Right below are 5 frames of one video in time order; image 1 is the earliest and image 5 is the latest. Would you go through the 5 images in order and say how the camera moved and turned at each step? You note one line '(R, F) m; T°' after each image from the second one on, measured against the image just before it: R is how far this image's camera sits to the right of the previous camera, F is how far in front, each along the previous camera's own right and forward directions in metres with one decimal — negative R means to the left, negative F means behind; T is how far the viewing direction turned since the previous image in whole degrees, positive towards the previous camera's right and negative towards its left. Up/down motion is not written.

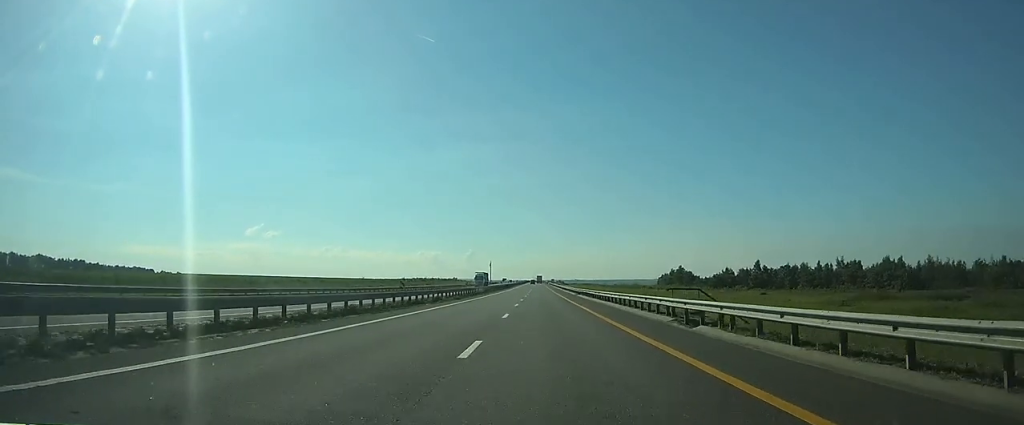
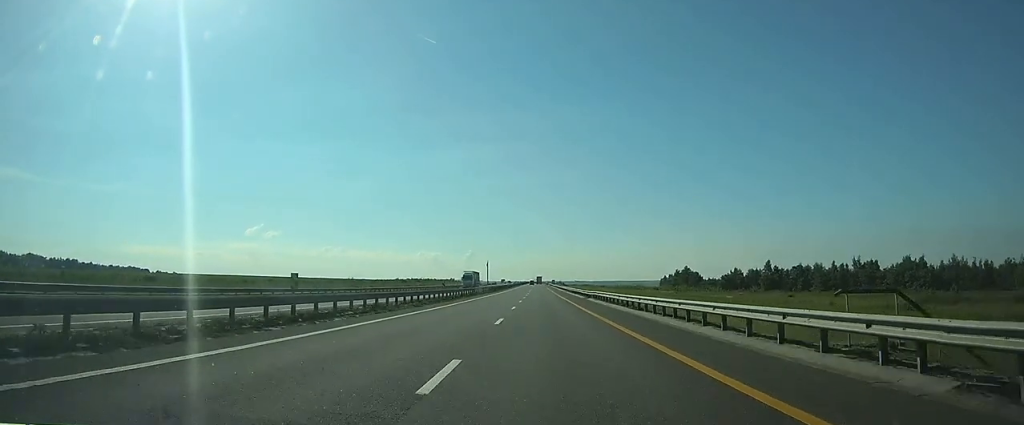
(0.0, +15.1) m; 0°
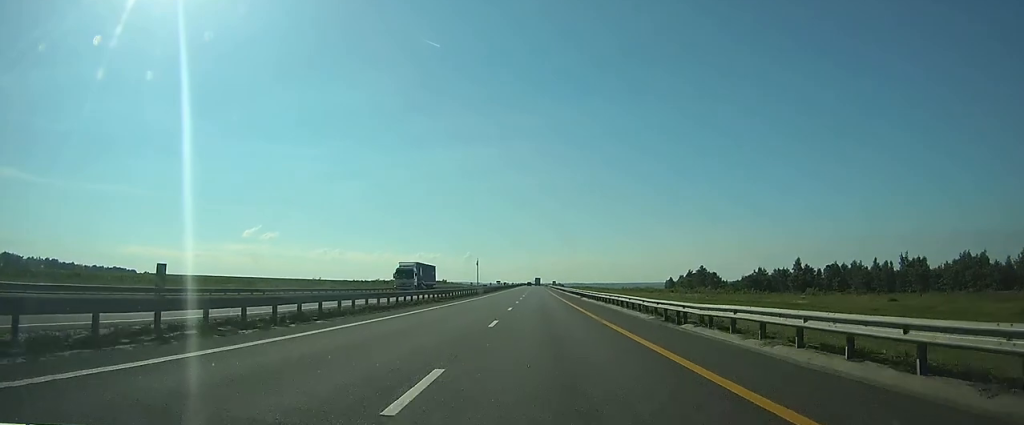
(+0.1, +36.6) m; 0°
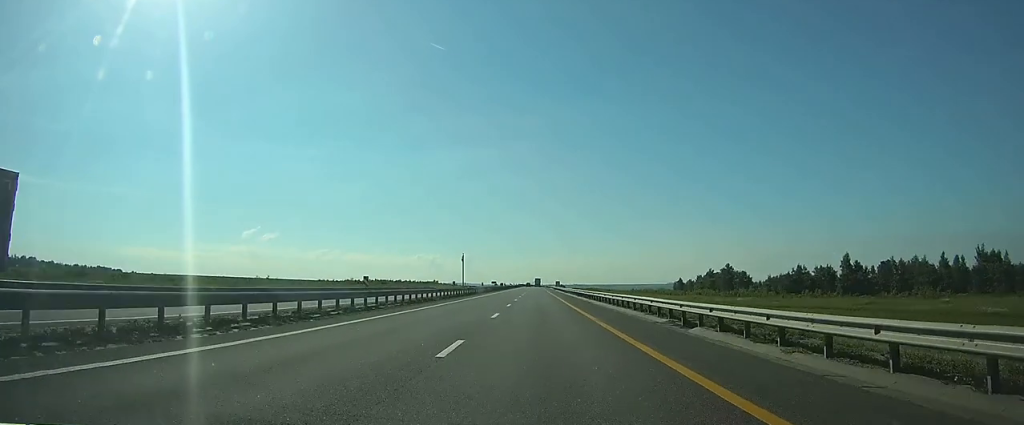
(-0.1, +42.9) m; -1°
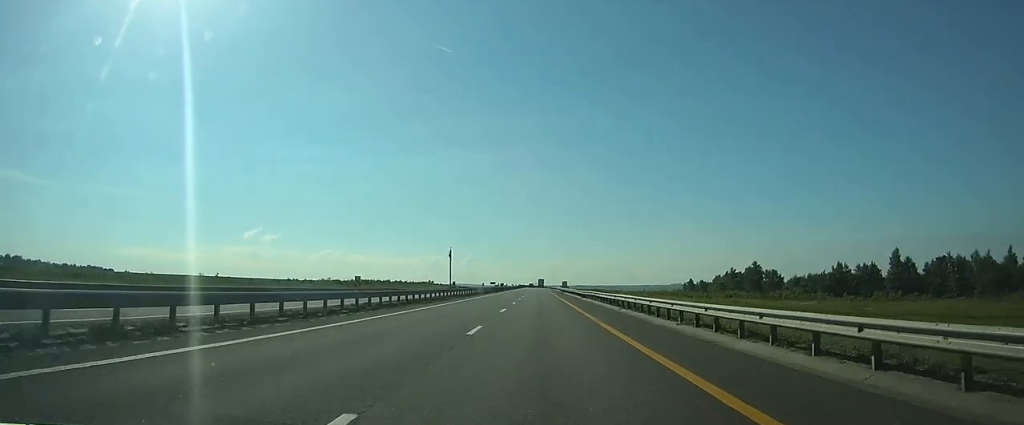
(-0.1, +30.9) m; 0°
